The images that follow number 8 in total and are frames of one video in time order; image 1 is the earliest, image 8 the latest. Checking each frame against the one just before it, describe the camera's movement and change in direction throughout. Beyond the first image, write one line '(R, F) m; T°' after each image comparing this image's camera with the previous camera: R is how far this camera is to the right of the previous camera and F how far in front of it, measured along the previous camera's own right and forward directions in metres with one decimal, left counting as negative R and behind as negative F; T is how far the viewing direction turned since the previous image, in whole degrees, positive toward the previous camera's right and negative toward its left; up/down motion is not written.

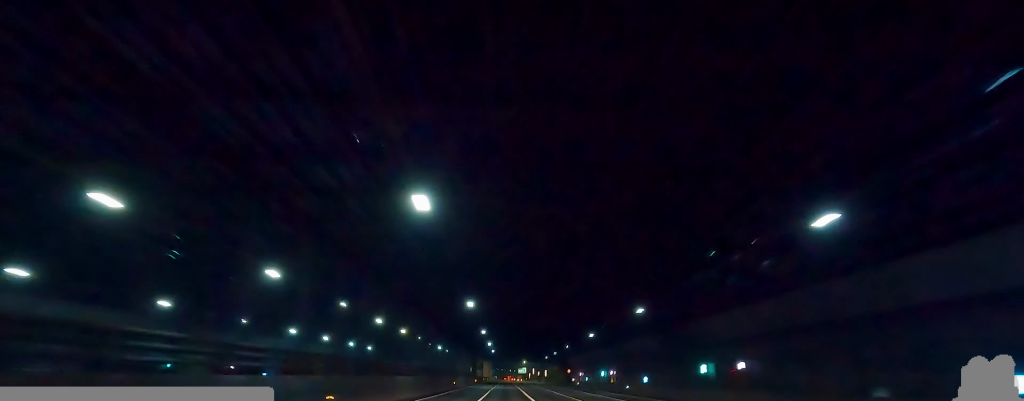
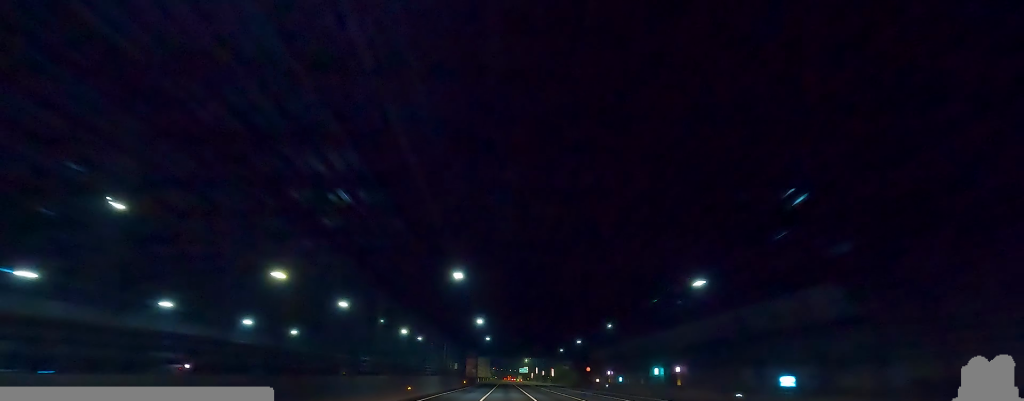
(+1.3, +33.2) m; +2°
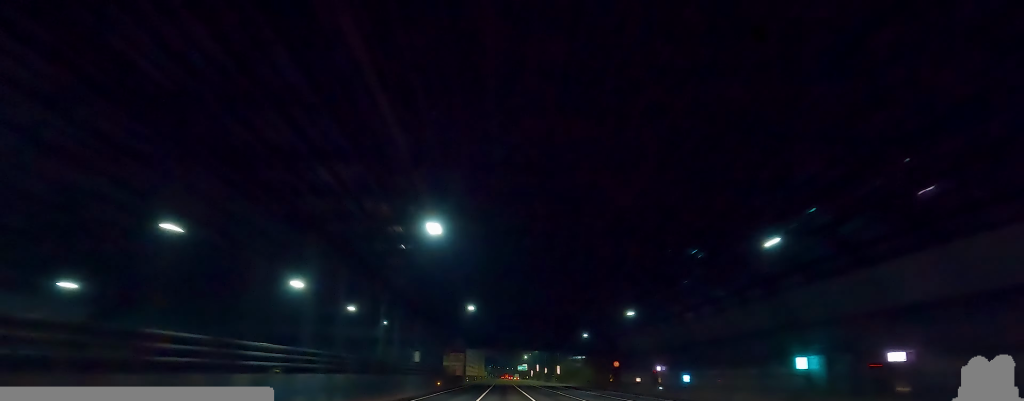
(-0.1, +30.5) m; 0°
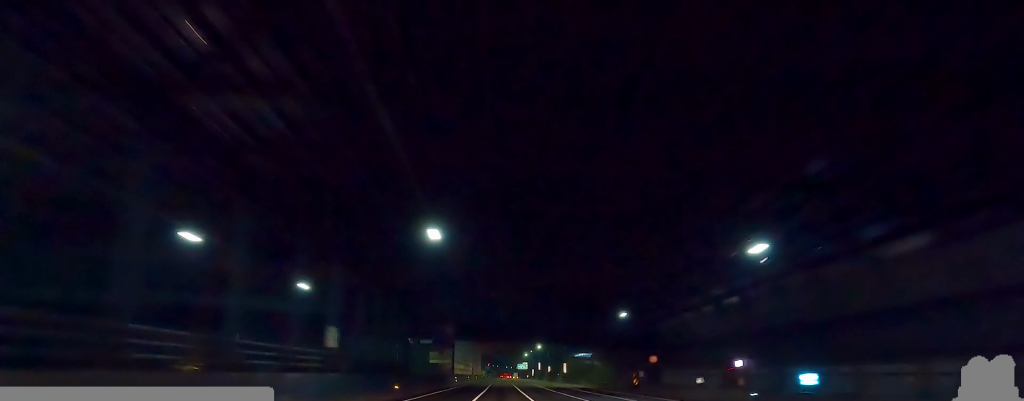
(-0.1, +20.5) m; 0°
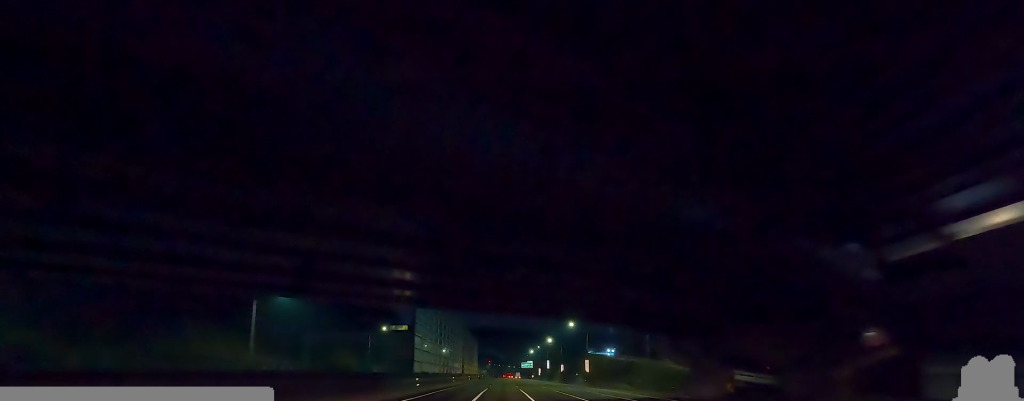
(+0.3, +35.3) m; +1°
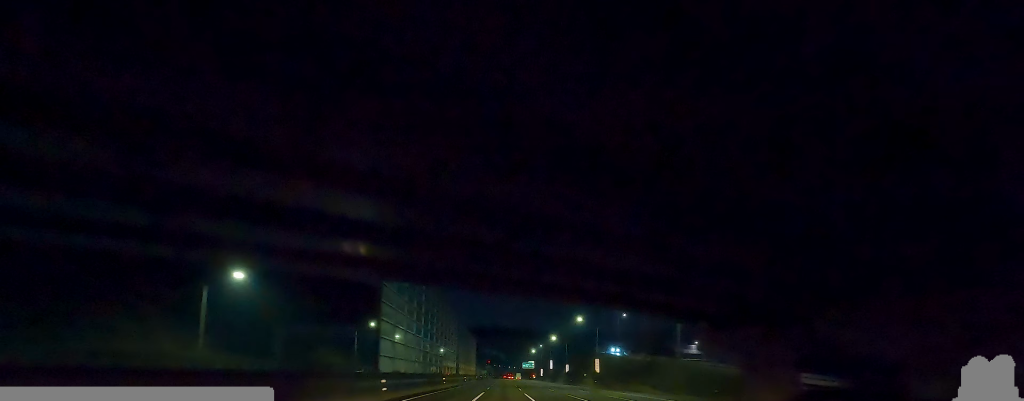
(0.0, +11.4) m; 0°
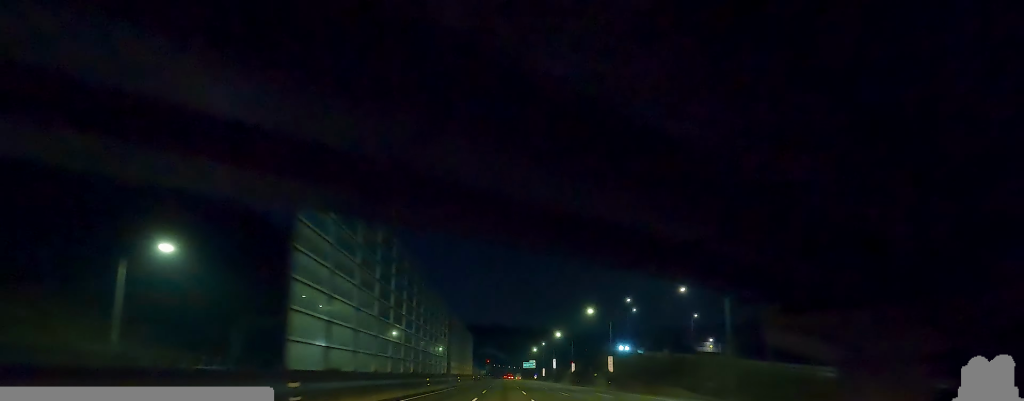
(0.0, +12.2) m; 0°
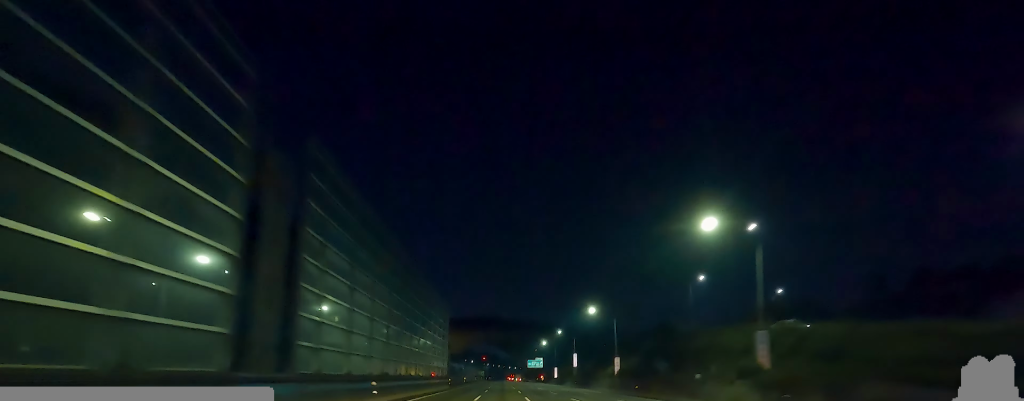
(-2.3, +50.7) m; -3°
